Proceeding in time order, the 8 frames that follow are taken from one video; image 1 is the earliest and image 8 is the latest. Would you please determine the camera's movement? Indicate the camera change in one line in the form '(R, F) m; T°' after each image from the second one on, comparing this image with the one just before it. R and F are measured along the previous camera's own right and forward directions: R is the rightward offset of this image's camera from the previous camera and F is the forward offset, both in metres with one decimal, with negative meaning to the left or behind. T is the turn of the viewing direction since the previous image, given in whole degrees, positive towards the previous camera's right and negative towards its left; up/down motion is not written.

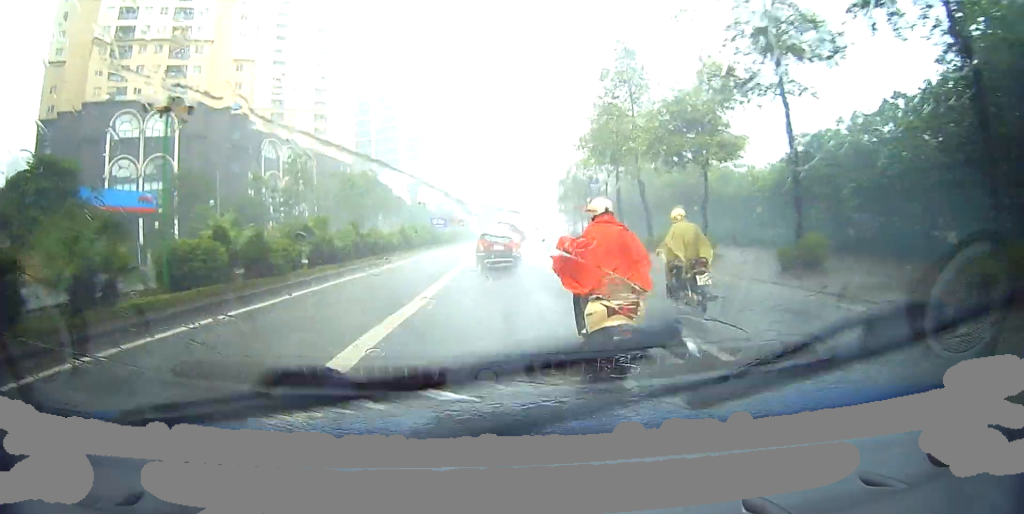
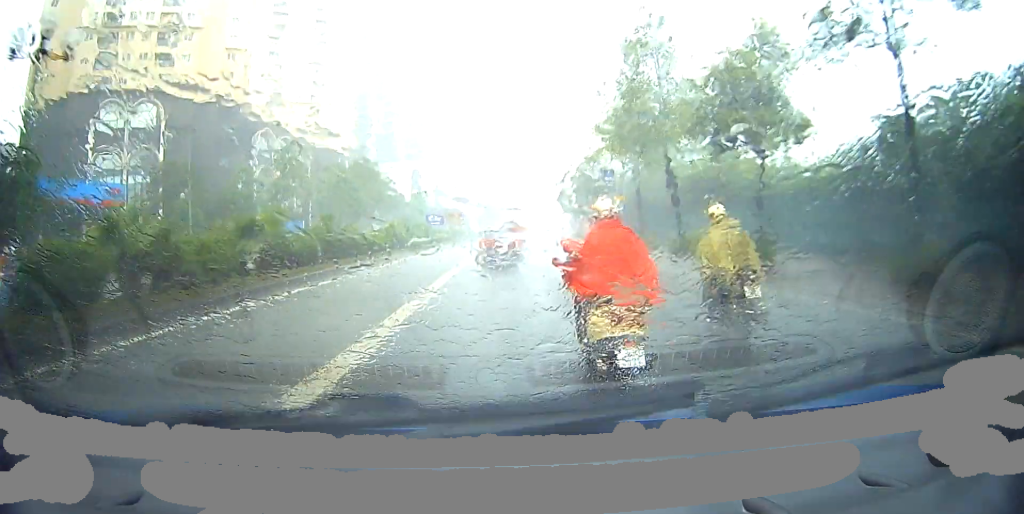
(0.0, +5.5) m; 0°
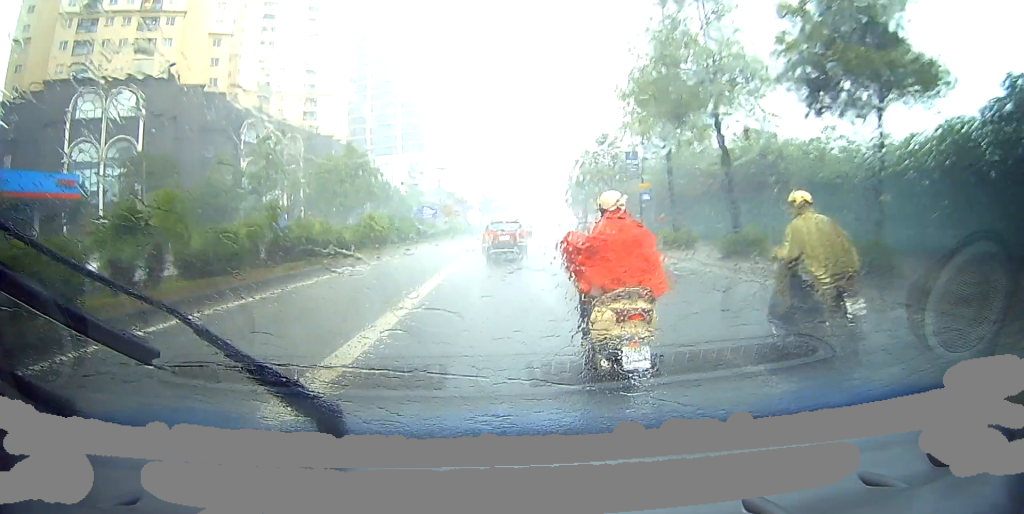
(0.0, +6.9) m; 0°
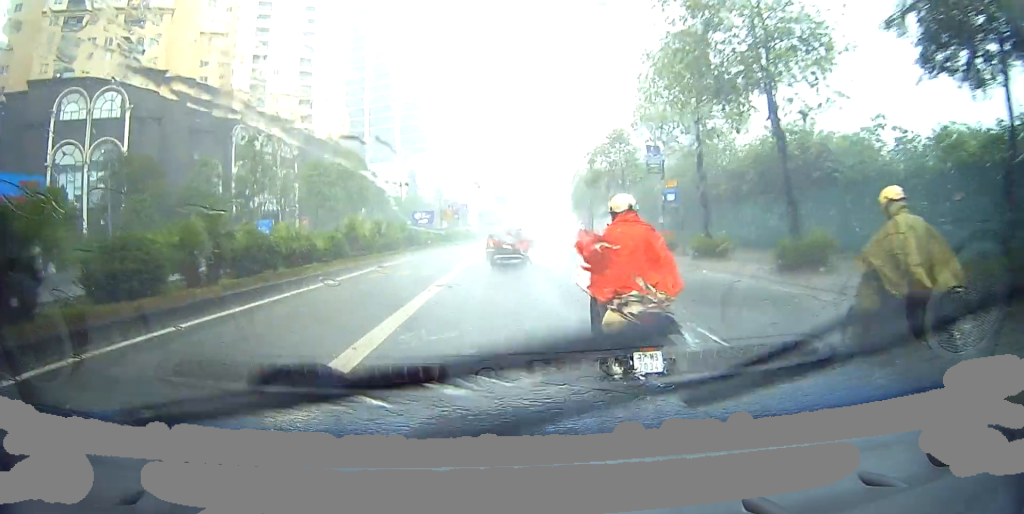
(0.0, +4.6) m; 0°
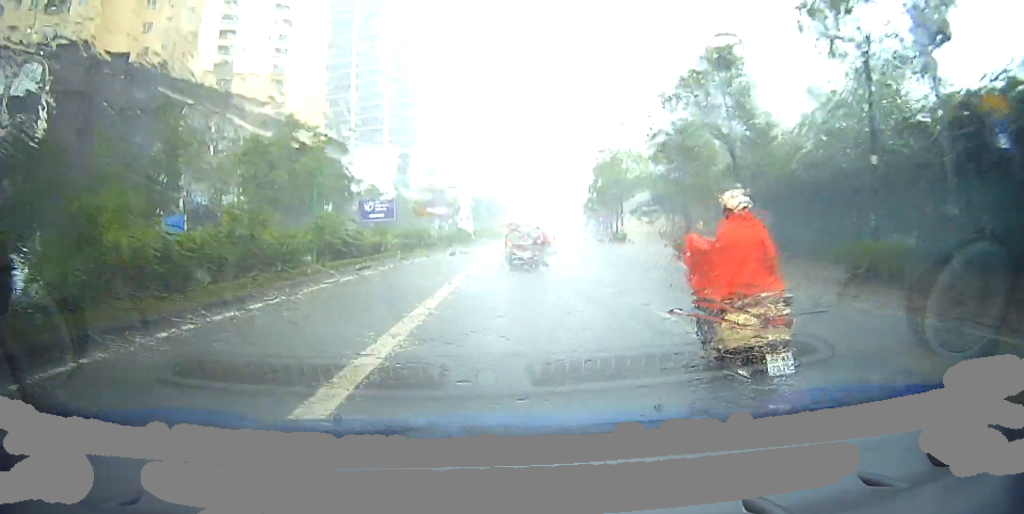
(0.0, +21.0) m; -1°
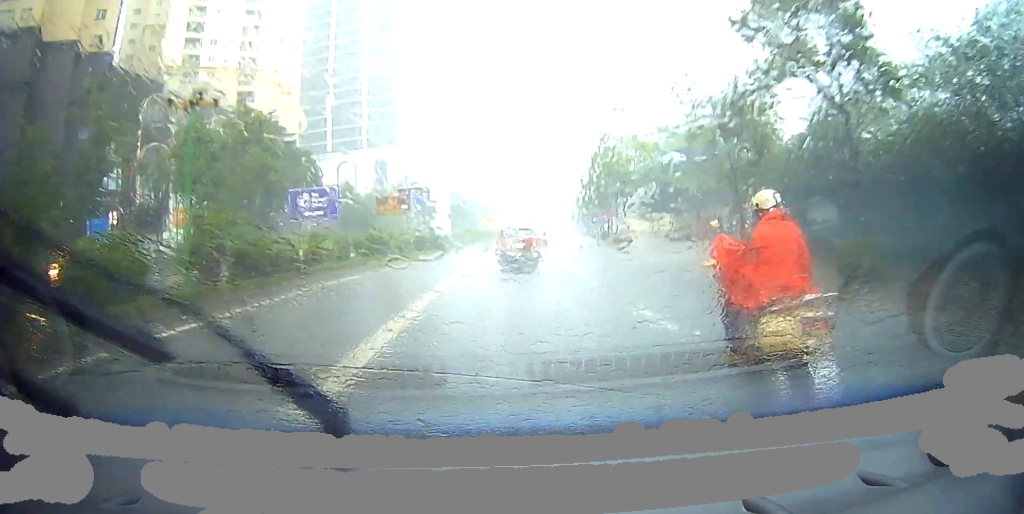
(-0.1, +8.2) m; +1°
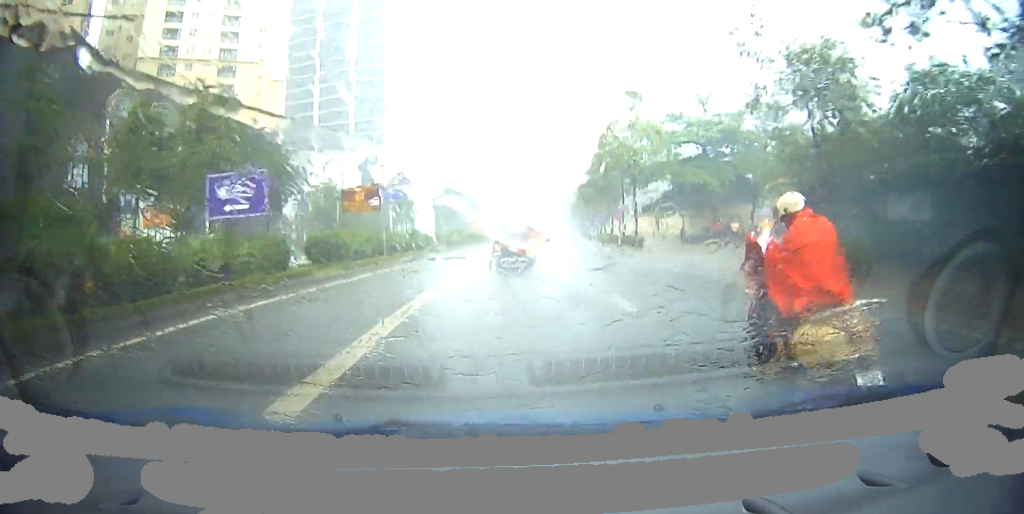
(+0.1, +6.0) m; 0°
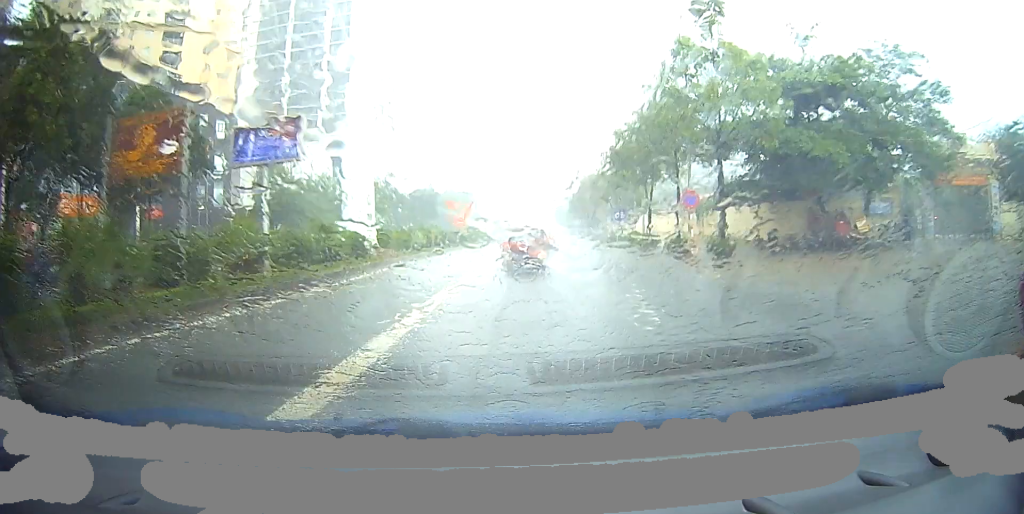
(-0.3, +14.1) m; -6°
